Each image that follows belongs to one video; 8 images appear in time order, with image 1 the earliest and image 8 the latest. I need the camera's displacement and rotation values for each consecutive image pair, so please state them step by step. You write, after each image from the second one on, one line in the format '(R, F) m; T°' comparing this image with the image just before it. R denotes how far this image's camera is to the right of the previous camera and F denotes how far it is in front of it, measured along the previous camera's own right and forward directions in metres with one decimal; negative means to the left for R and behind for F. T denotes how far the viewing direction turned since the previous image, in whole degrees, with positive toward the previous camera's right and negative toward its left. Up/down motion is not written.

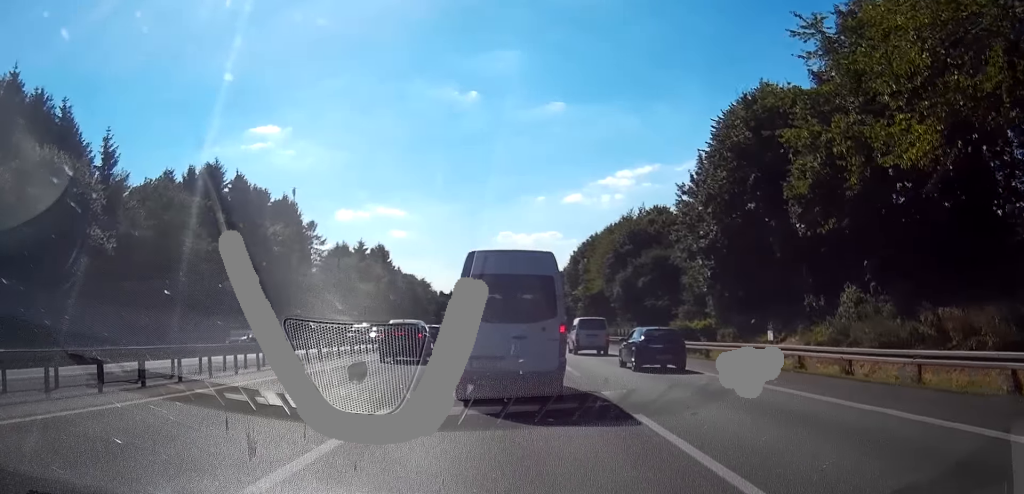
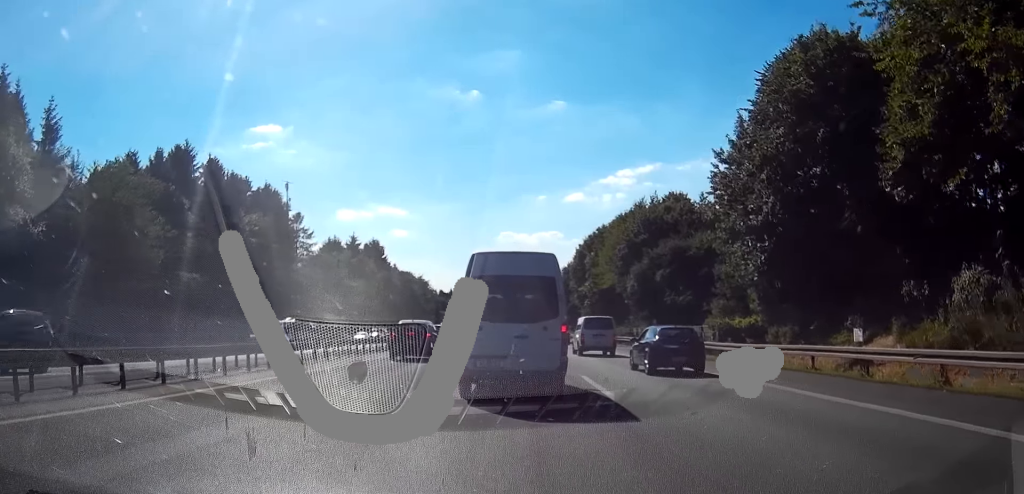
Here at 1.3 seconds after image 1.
(-0.6, +9.7) m; -5°
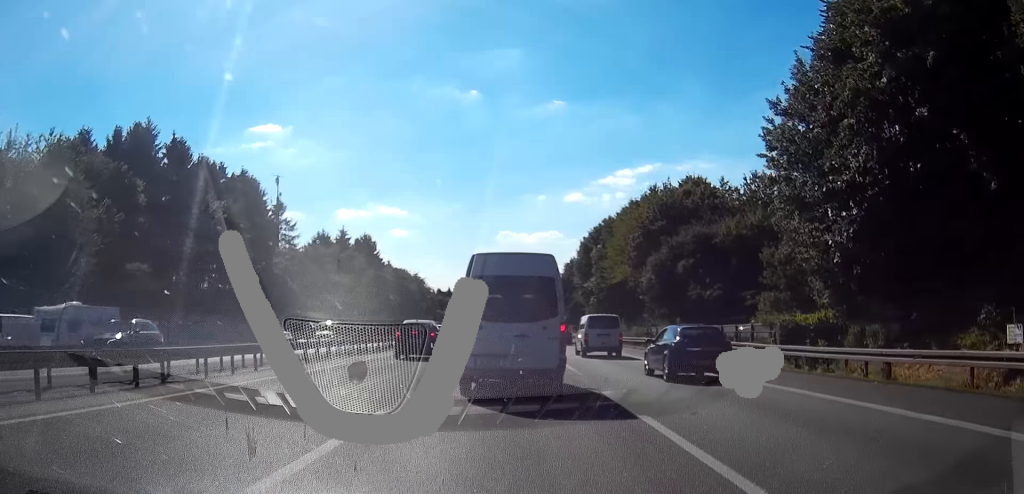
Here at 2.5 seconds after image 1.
(+0.1, +9.9) m; +2°
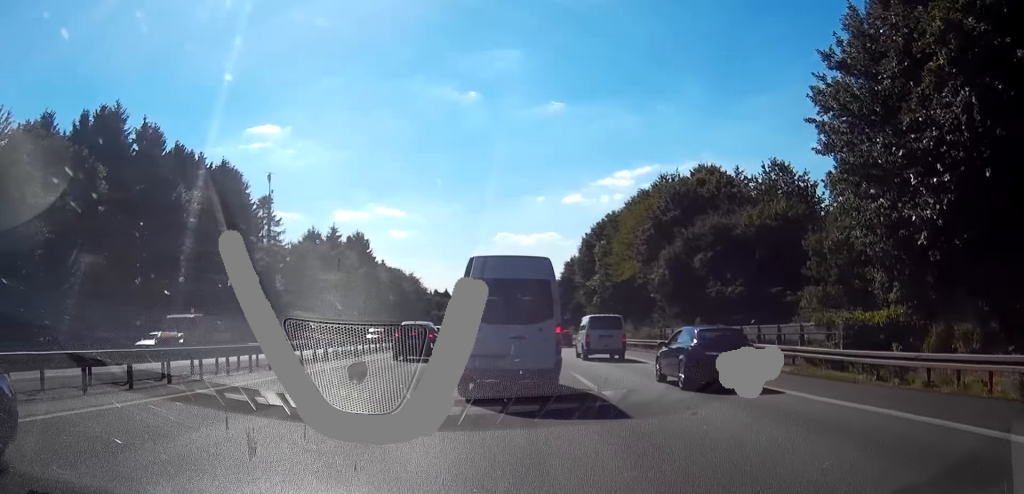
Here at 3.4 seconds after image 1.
(+0.1, +6.6) m; +1°
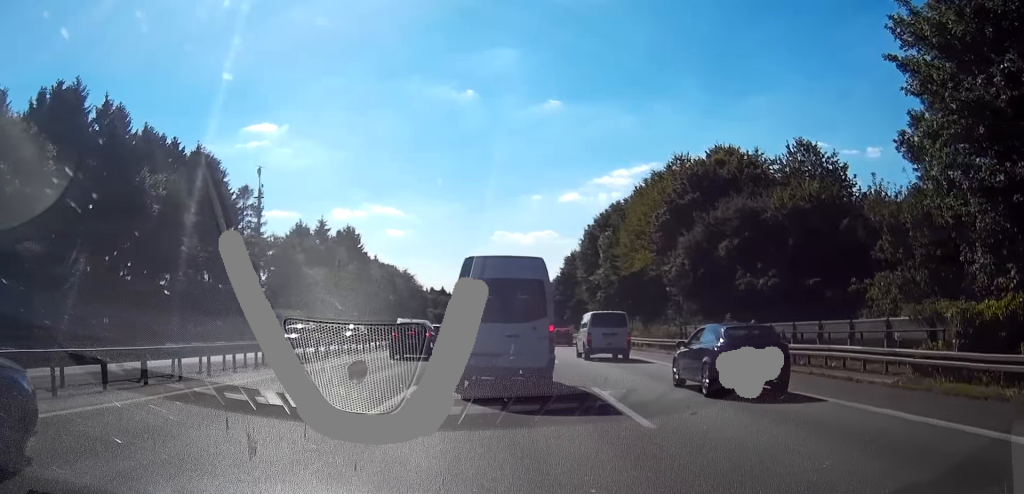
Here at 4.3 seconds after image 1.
(0.0, +7.6) m; 0°
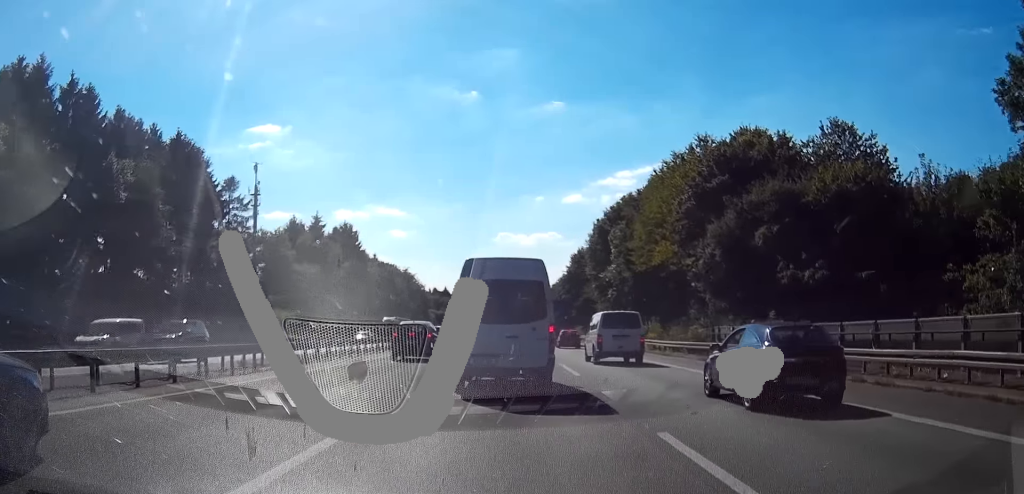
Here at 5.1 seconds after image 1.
(0.0, +7.3) m; 0°
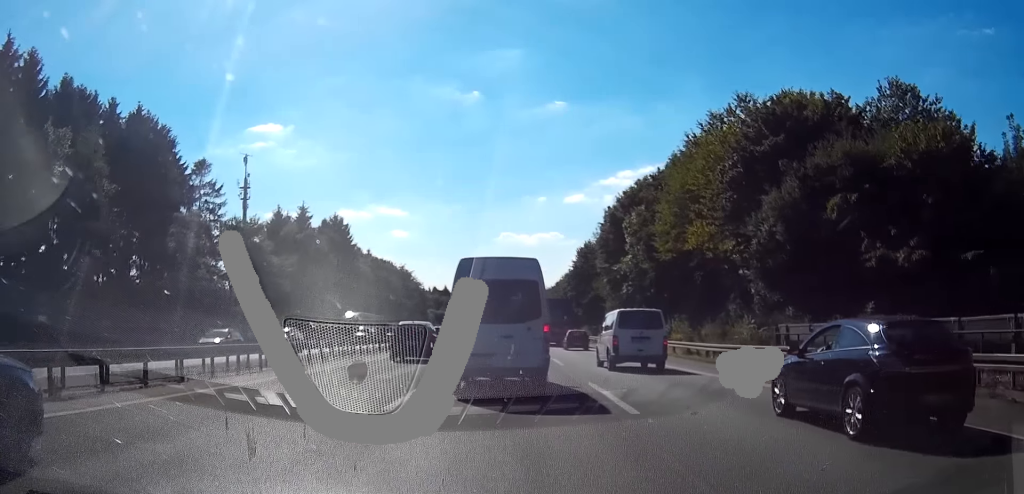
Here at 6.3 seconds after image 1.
(0.0, +10.8) m; 0°
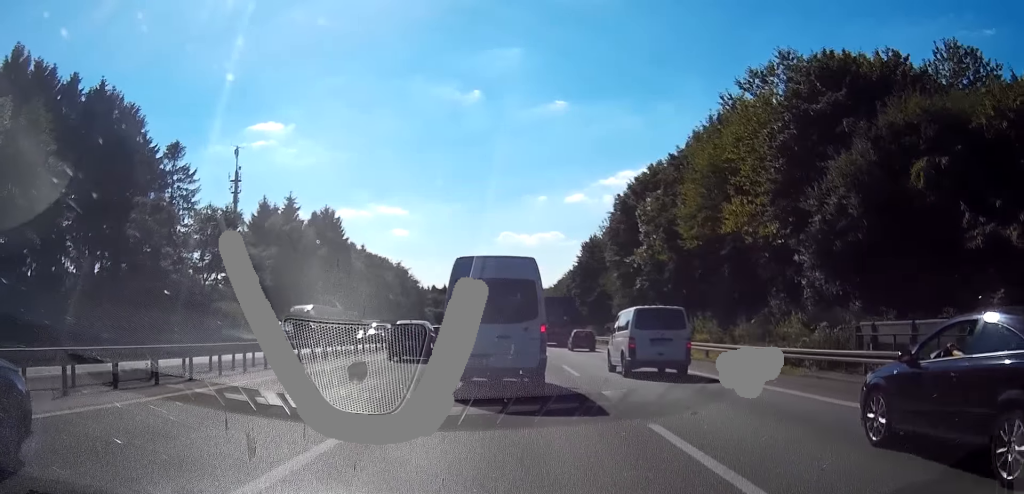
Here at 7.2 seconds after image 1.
(0.0, +8.1) m; 0°
